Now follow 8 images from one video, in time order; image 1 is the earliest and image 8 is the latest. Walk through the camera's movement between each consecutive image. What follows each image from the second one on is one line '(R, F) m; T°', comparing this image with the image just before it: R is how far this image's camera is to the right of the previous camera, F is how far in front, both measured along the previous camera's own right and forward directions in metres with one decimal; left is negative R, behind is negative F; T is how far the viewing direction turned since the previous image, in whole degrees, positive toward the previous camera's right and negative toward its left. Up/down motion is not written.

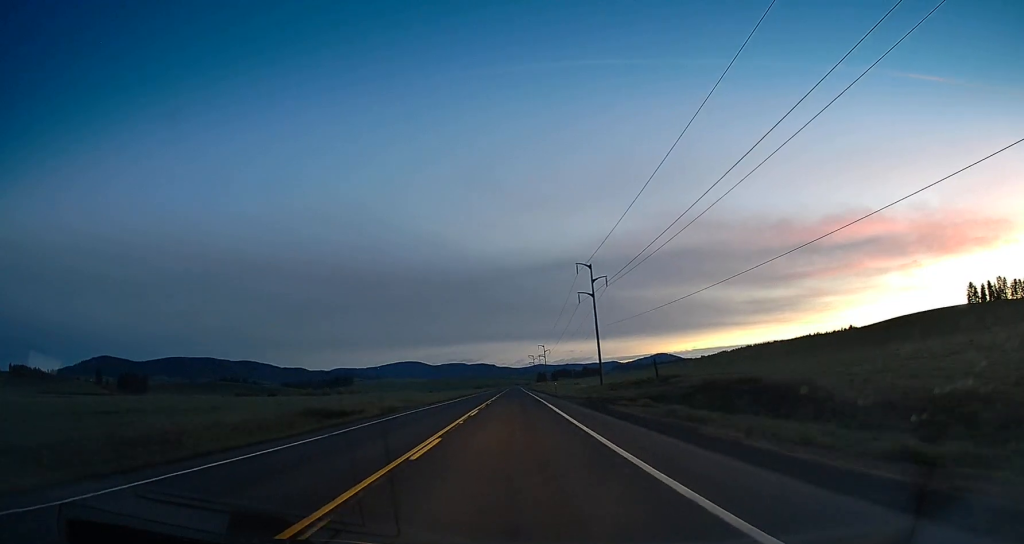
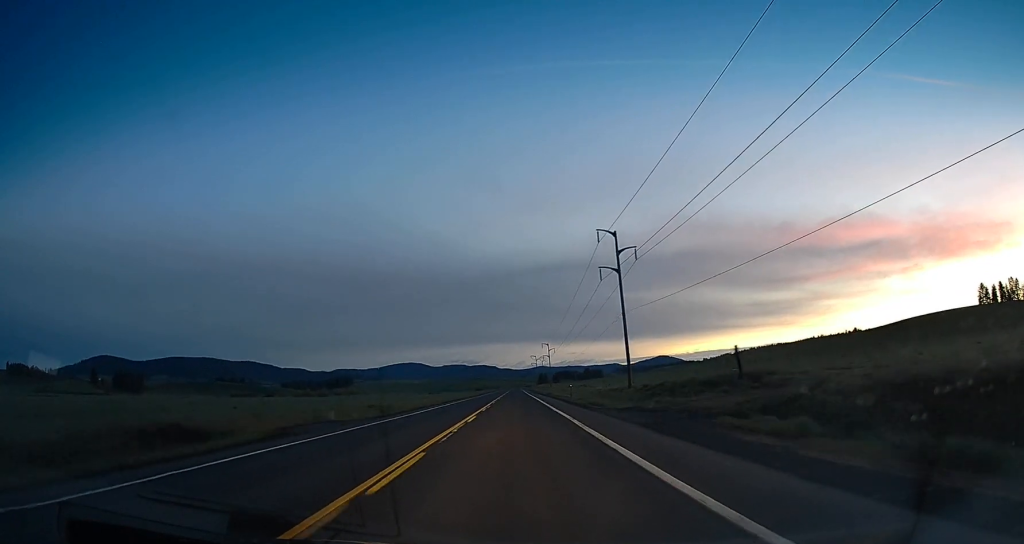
(0.0, +18.7) m; 0°
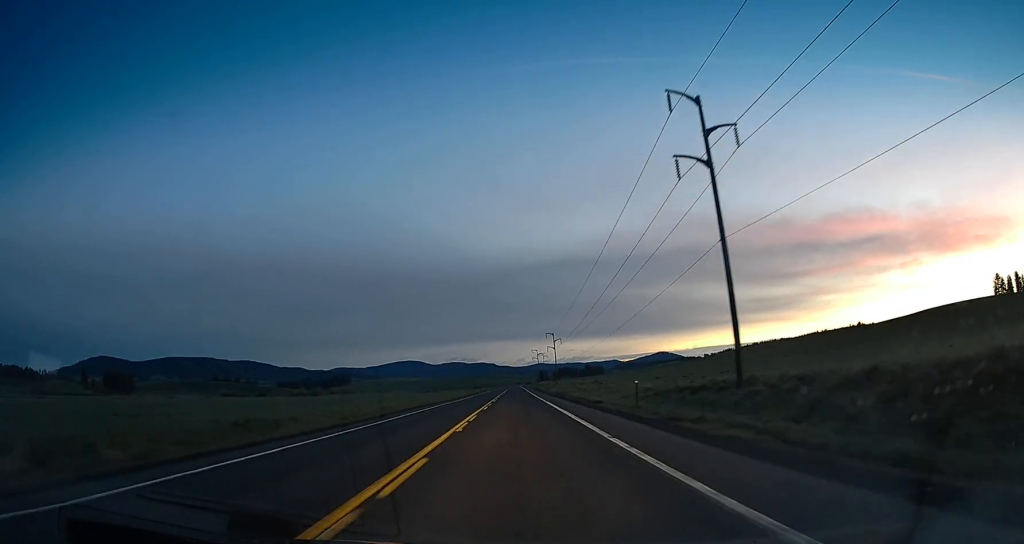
(-0.1, +30.3) m; 0°
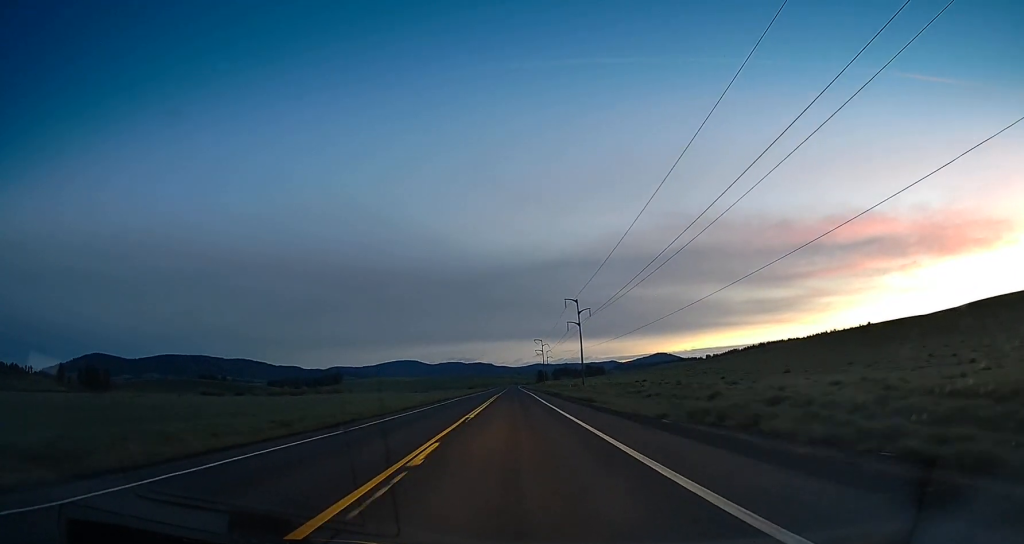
(-0.2, +67.7) m; +1°
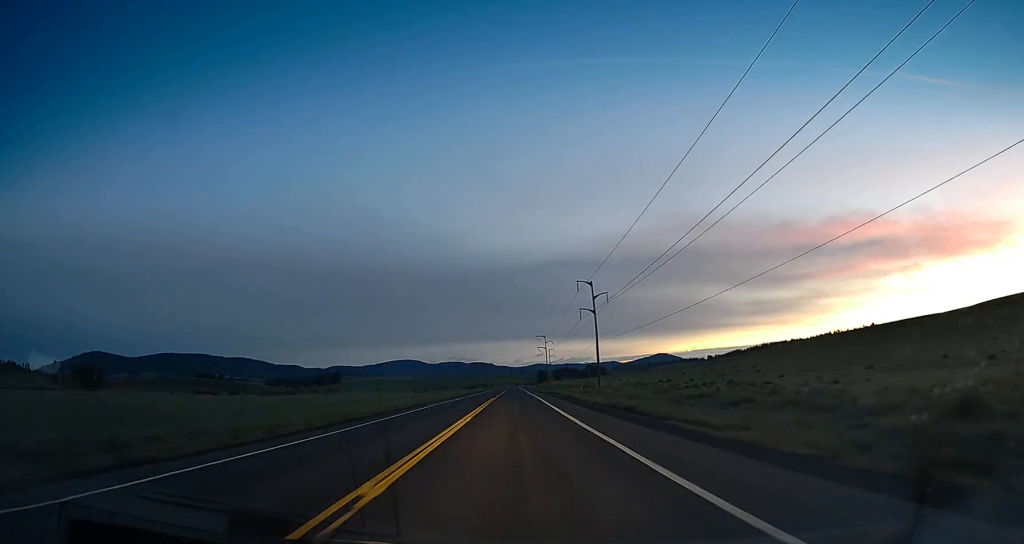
(+0.6, +17.8) m; +1°
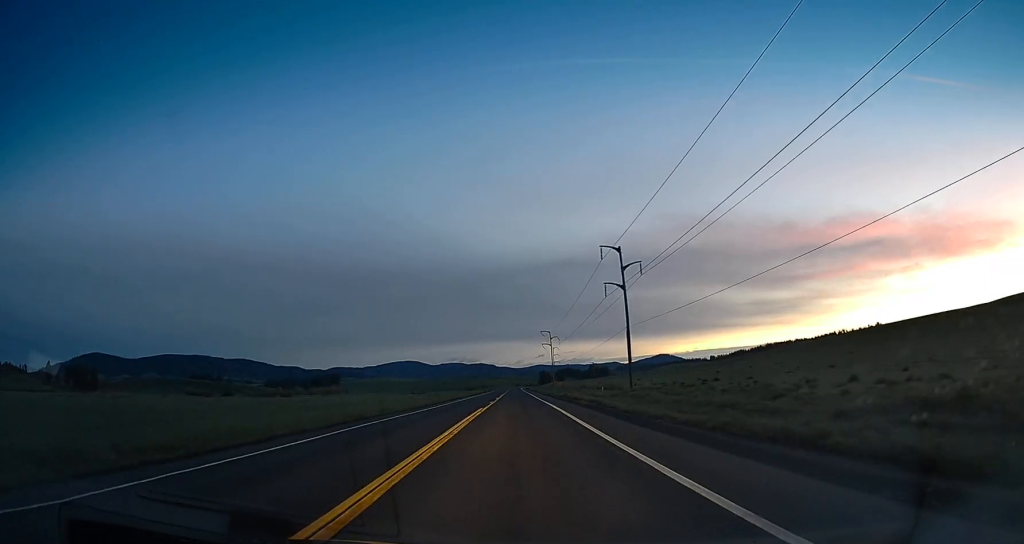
(+0.1, +21.4) m; -1°
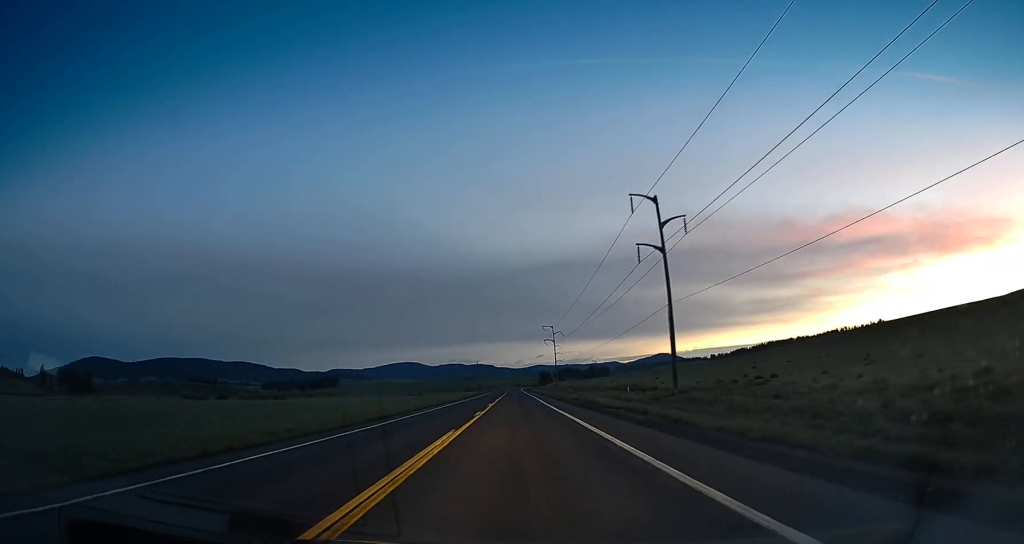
(-0.1, +17.0) m; -1°
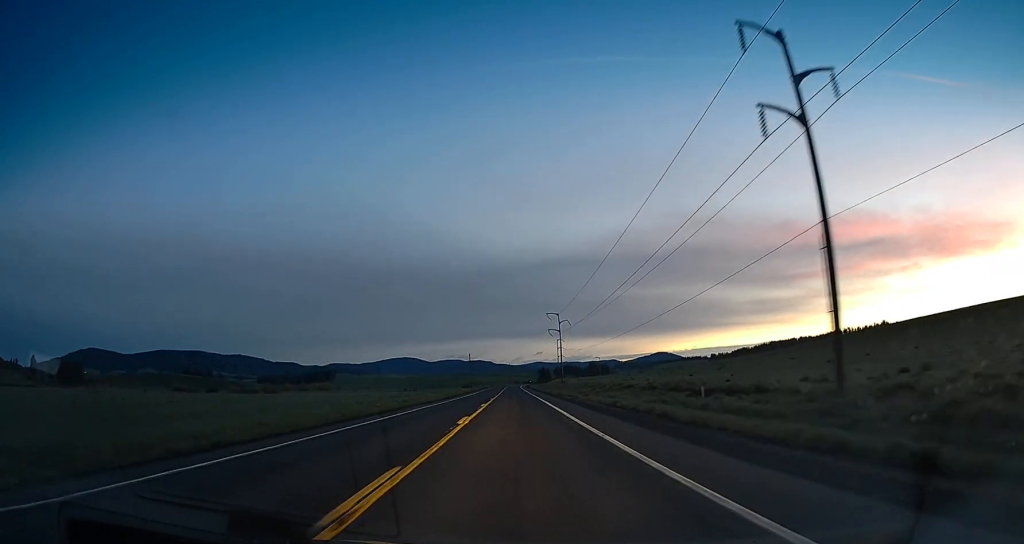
(-0.5, +23.2) m; 0°
